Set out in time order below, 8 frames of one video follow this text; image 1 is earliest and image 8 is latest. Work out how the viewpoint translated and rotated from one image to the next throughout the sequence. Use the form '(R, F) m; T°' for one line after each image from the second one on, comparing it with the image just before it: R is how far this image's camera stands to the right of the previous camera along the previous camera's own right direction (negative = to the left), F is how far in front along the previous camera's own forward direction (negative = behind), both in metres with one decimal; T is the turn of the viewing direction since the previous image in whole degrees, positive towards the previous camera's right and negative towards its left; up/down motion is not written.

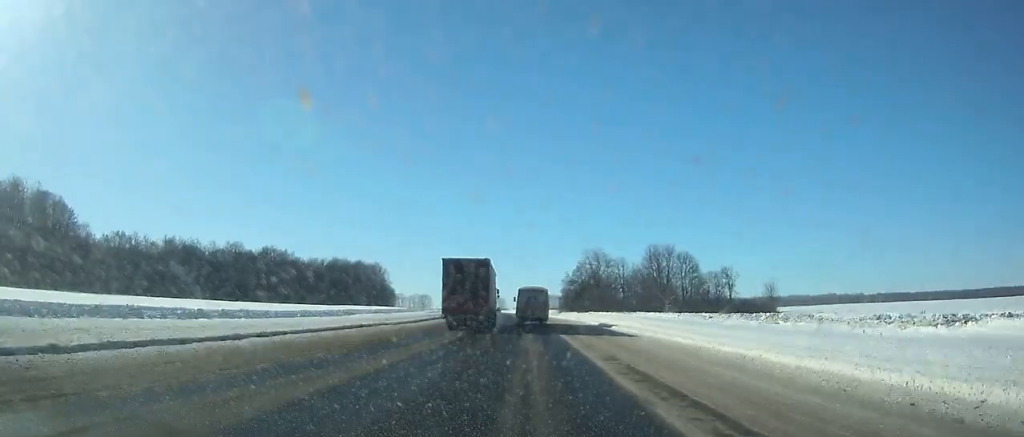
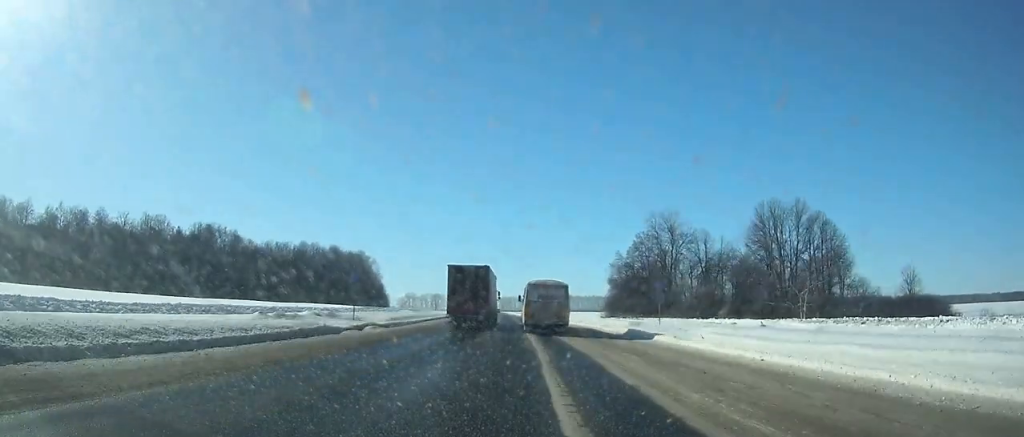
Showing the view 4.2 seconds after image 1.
(-1.6, +65.8) m; -2°
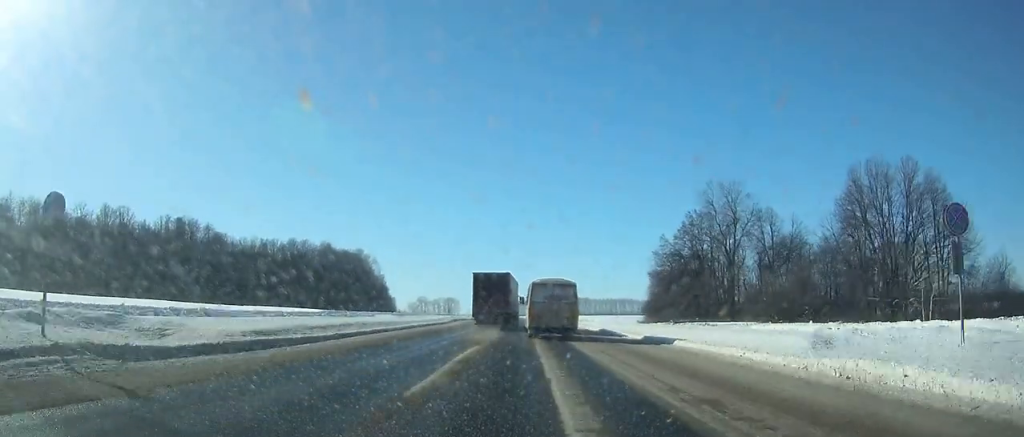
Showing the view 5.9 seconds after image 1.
(0.0, +25.9) m; -1°
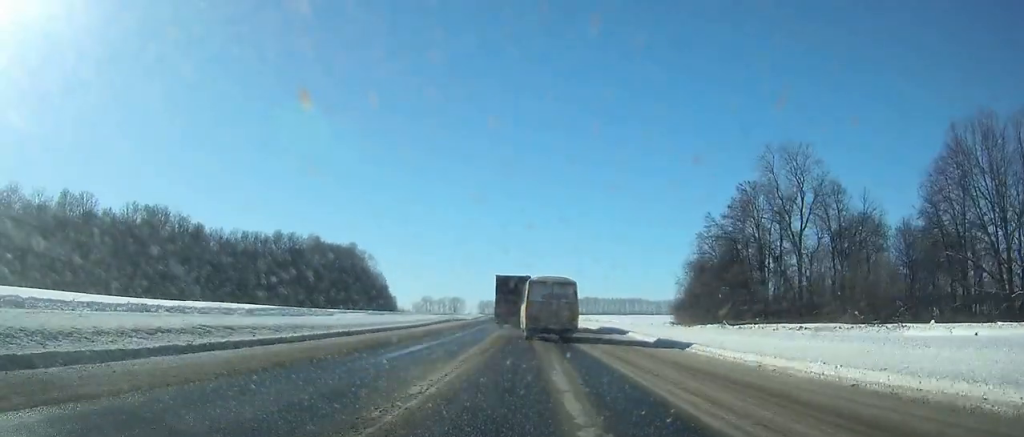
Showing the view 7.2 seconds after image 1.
(-0.3, +19.2) m; -1°
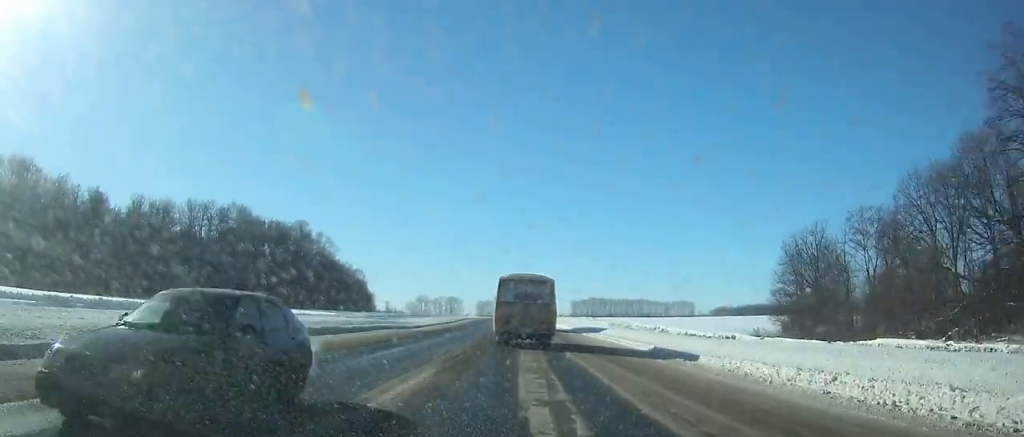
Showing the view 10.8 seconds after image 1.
(-0.6, +52.4) m; -1°
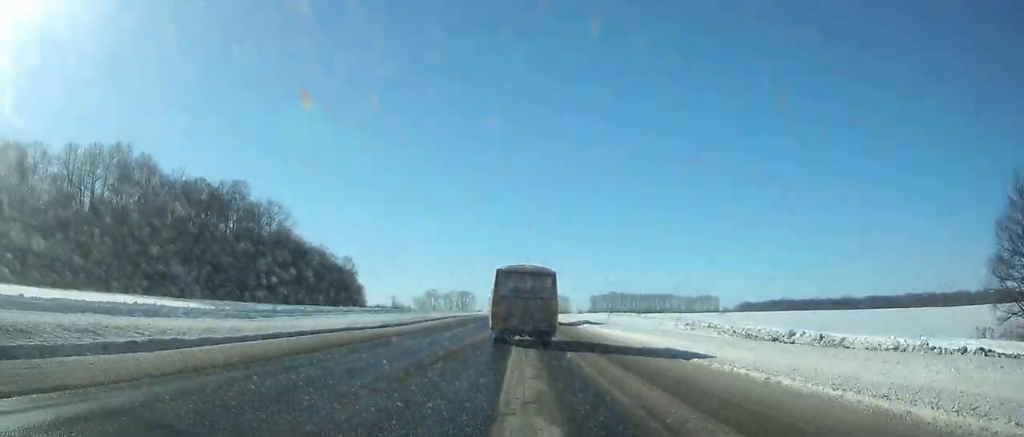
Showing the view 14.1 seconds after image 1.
(-0.6, +47.6) m; -1°
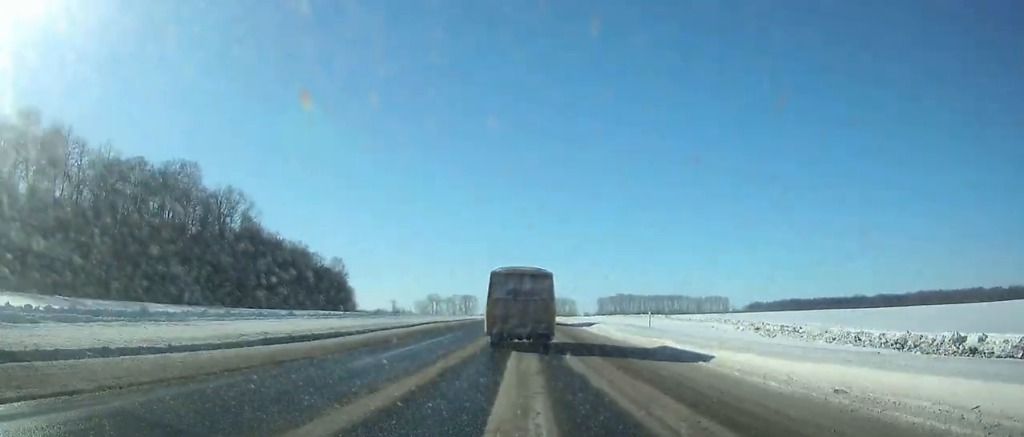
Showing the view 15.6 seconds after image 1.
(-0.1, +21.8) m; 0°
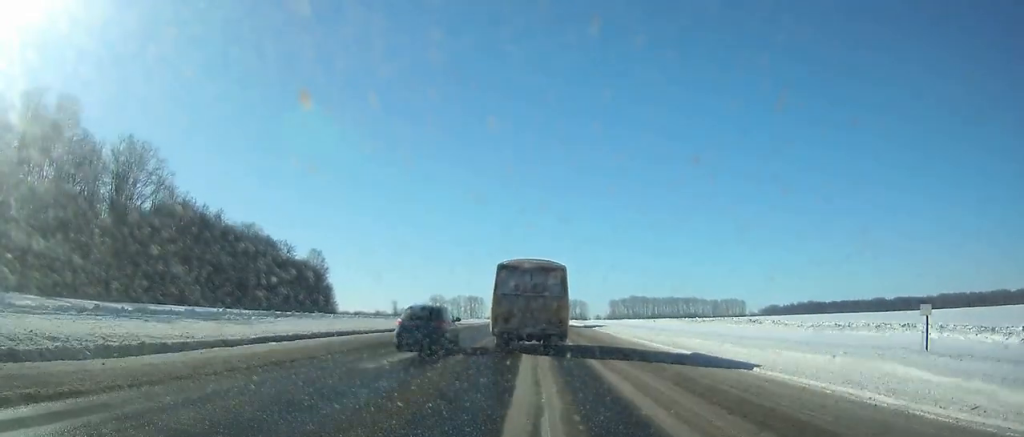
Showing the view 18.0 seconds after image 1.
(0.0, +35.1) m; 0°
